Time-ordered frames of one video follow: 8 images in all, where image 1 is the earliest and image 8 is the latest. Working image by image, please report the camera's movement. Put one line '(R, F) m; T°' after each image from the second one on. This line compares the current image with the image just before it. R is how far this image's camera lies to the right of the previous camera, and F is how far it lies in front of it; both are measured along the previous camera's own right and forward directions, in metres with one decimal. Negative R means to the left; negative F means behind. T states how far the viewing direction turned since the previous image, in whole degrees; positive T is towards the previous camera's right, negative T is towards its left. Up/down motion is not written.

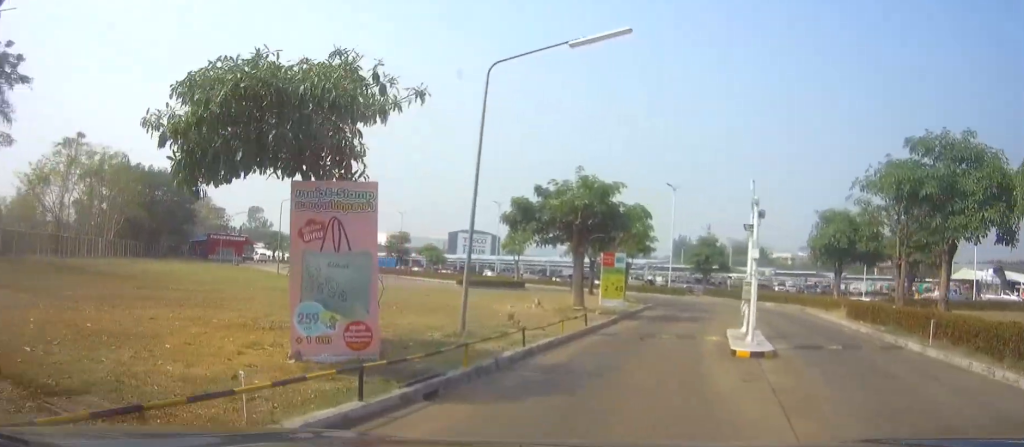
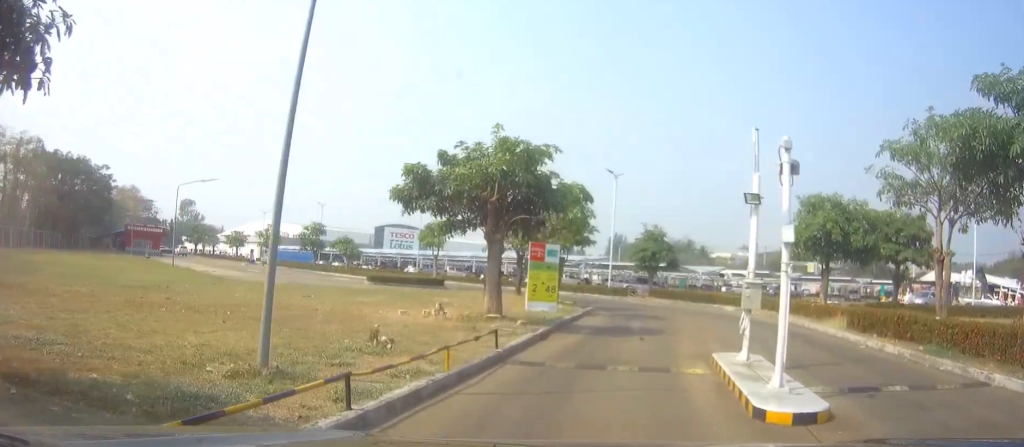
(+0.5, +5.8) m; +7°
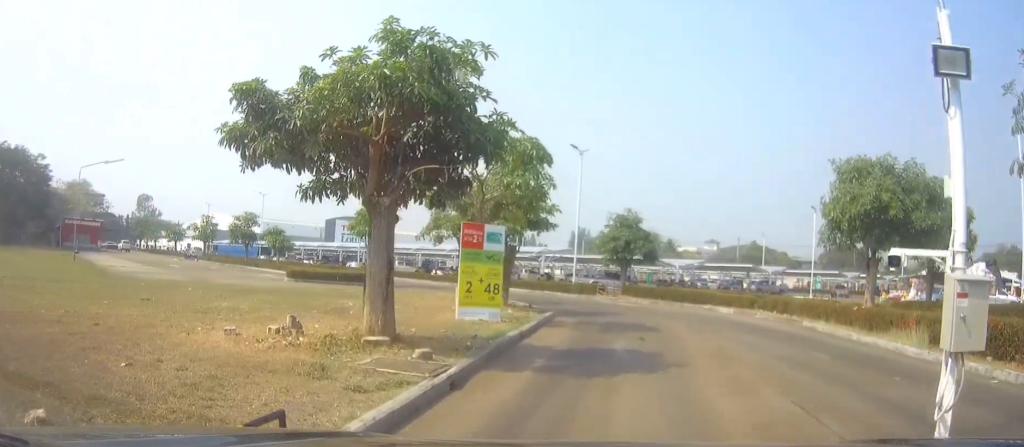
(+0.3, +7.3) m; +4°
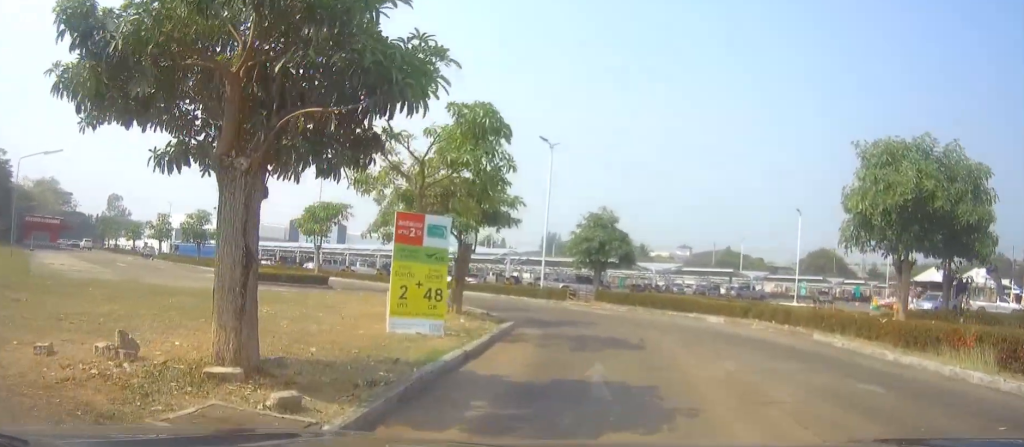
(-0.1, +3.9) m; +2°
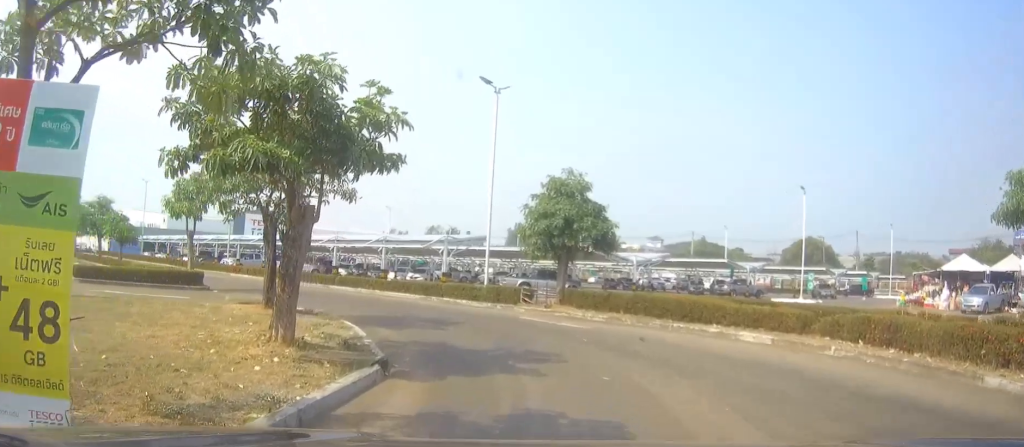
(+0.6, +10.4) m; +2°
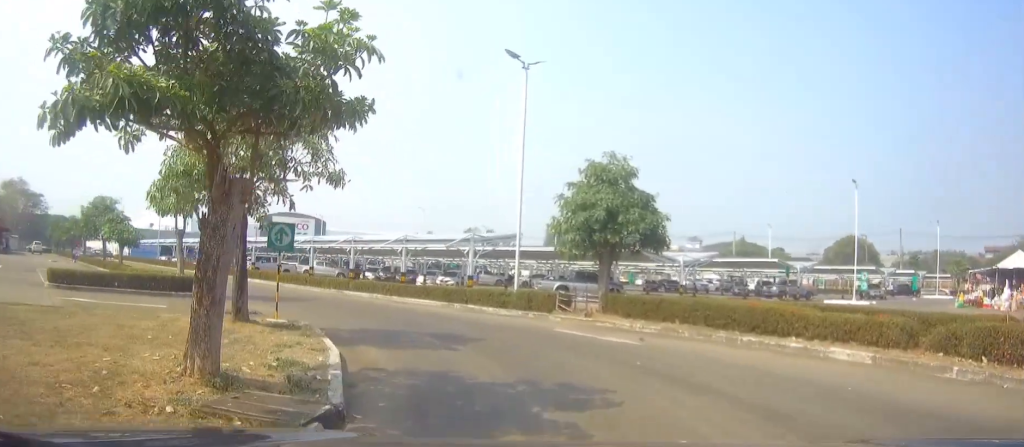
(0.0, +3.9) m; -2°
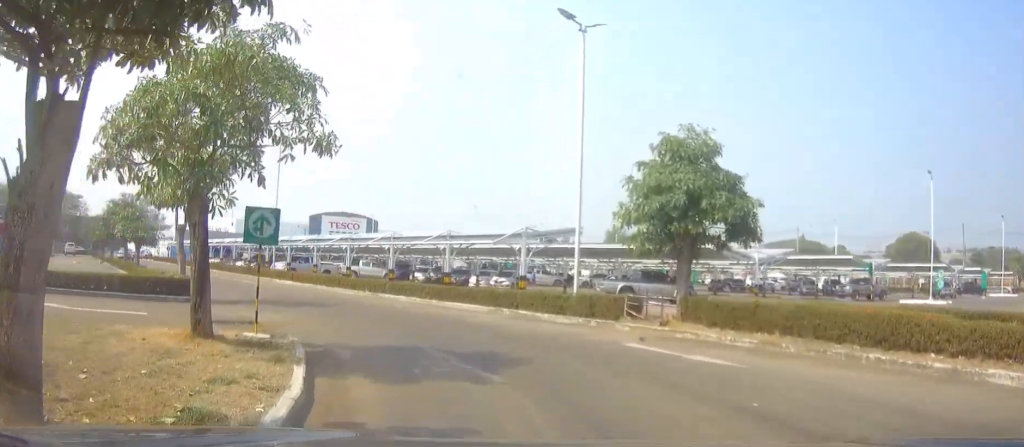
(-0.1, +3.9) m; -4°
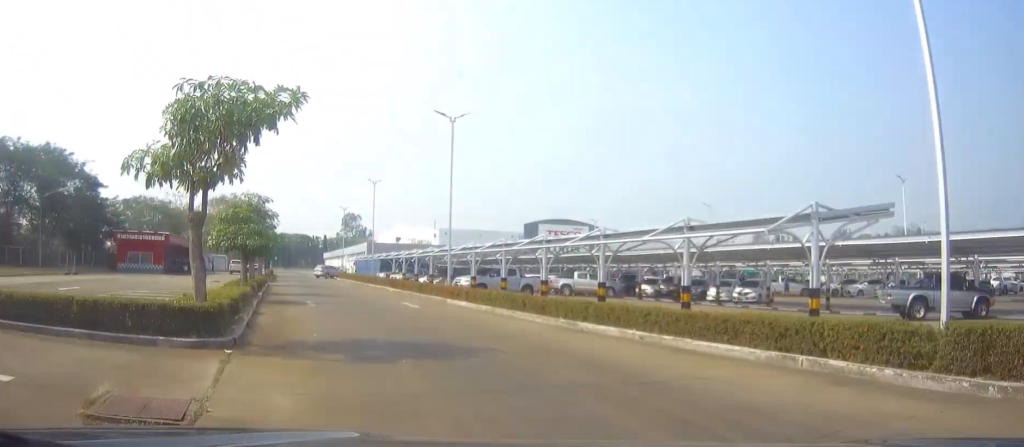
(-1.6, +11.0) m; -18°
